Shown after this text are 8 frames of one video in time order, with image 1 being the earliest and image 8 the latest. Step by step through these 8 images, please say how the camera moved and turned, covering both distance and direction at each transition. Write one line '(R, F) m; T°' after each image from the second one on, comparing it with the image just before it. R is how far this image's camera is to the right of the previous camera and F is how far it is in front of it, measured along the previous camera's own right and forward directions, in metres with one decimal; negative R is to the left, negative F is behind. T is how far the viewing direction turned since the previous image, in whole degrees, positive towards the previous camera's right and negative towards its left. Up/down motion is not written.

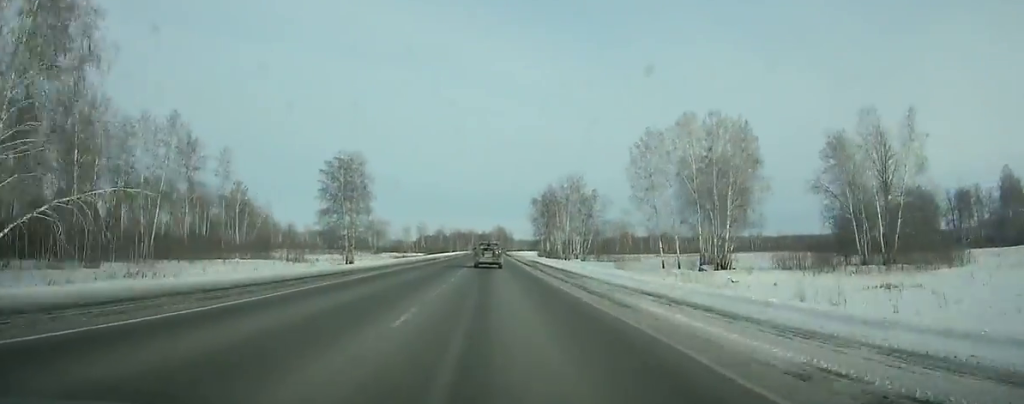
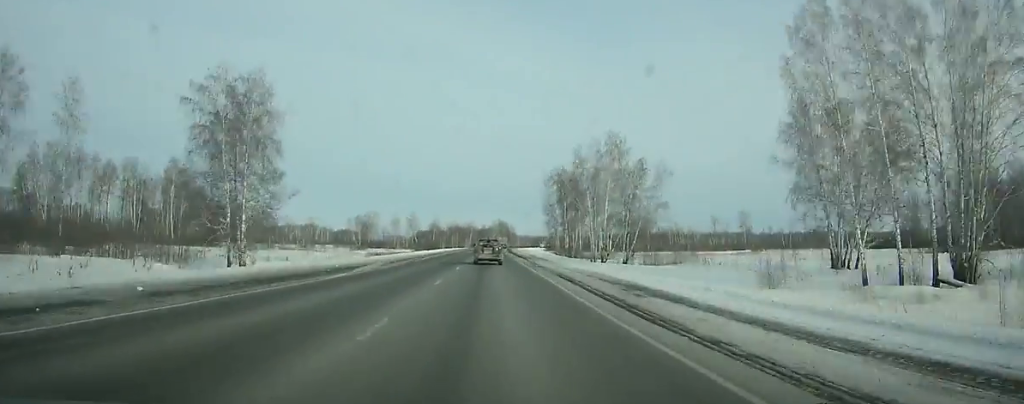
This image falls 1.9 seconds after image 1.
(+0.2, +49.9) m; 0°
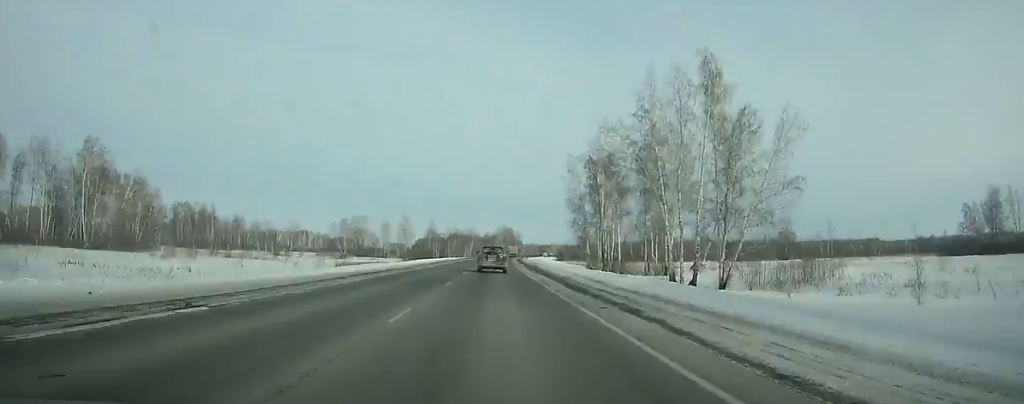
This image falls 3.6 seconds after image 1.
(-0.1, +44.5) m; 0°
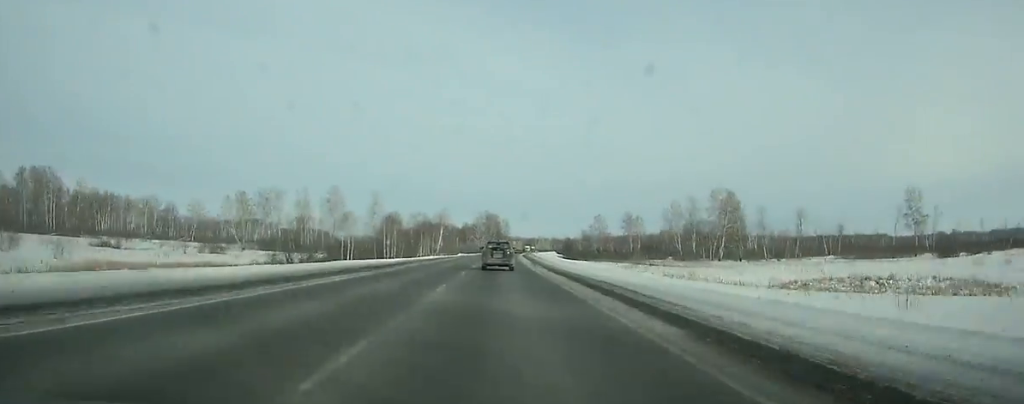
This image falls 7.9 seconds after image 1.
(+0.8, +111.9) m; +2°
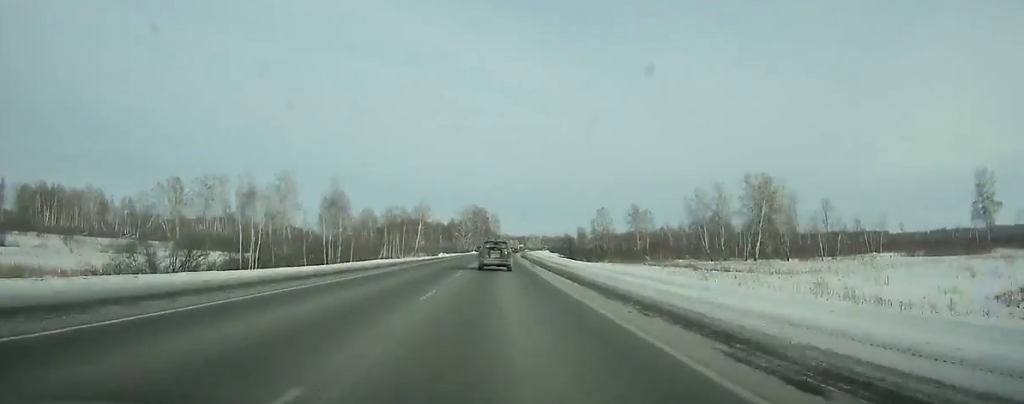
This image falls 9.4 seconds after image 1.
(+0.5, +38.5) m; +1°
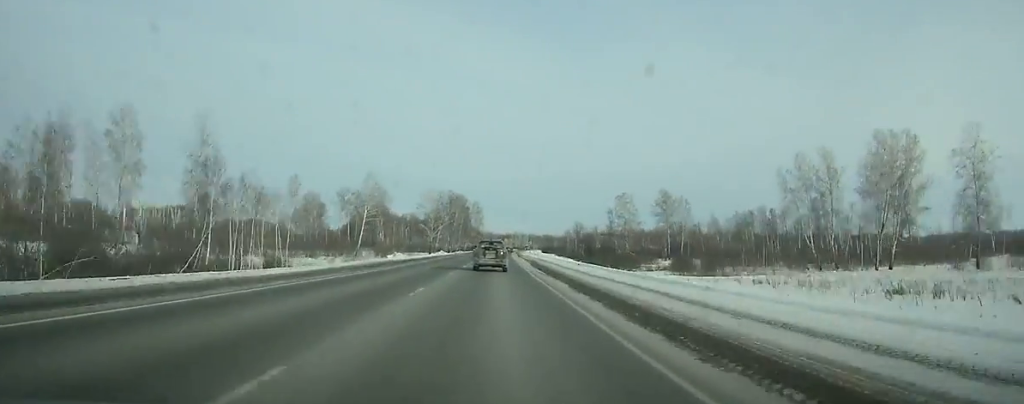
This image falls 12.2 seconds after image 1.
(+1.0, +71.5) m; +1°
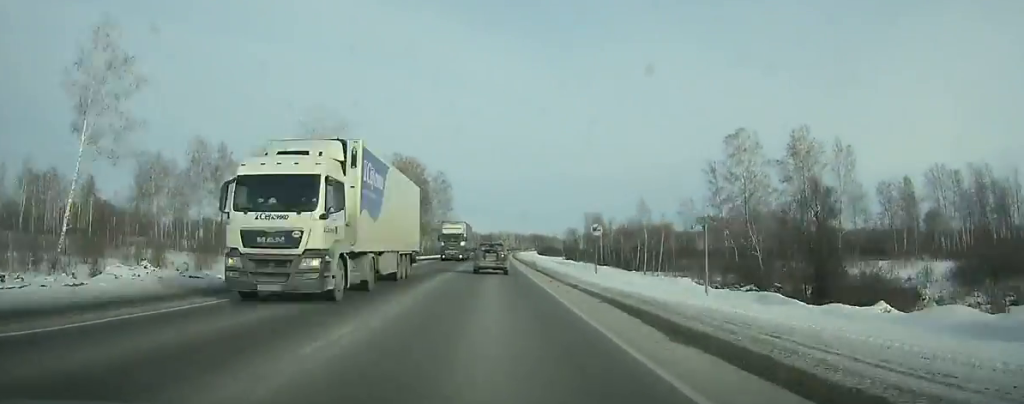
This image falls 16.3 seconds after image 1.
(+1.6, +104.2) m; +1°
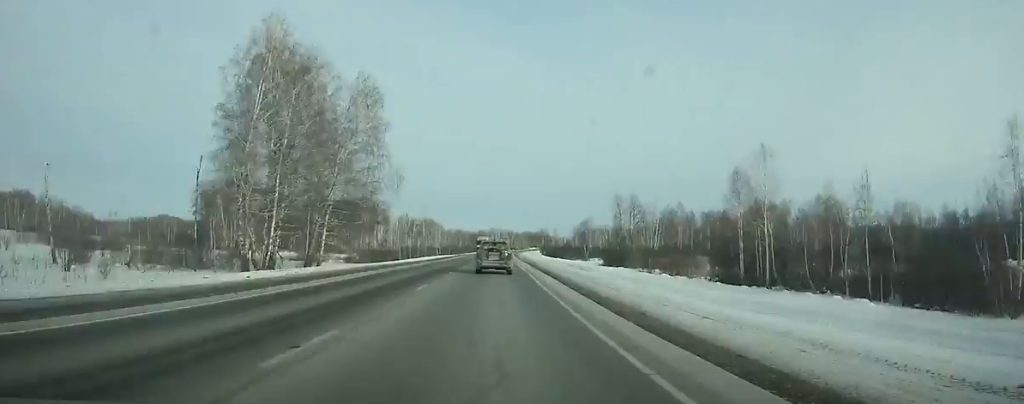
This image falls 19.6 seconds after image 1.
(+0.5, +83.7) m; +1°
